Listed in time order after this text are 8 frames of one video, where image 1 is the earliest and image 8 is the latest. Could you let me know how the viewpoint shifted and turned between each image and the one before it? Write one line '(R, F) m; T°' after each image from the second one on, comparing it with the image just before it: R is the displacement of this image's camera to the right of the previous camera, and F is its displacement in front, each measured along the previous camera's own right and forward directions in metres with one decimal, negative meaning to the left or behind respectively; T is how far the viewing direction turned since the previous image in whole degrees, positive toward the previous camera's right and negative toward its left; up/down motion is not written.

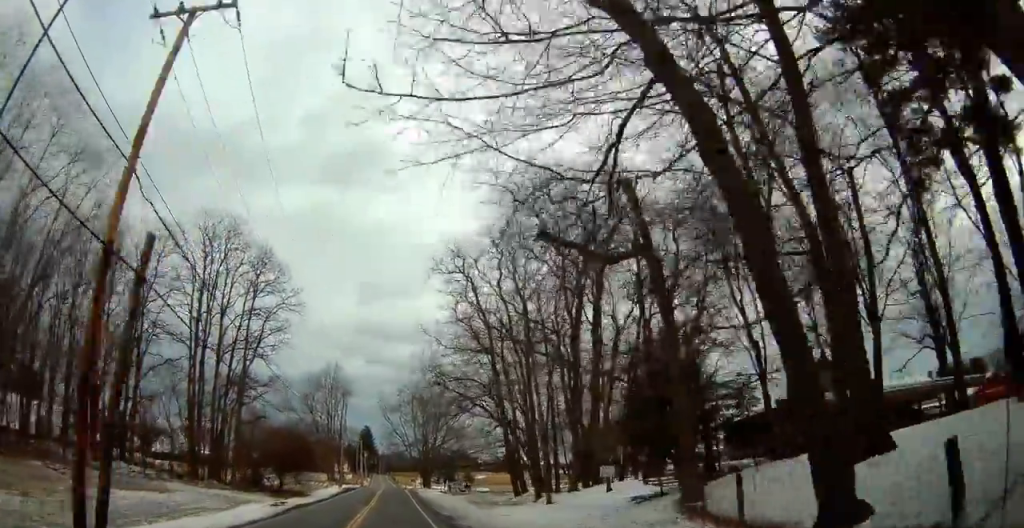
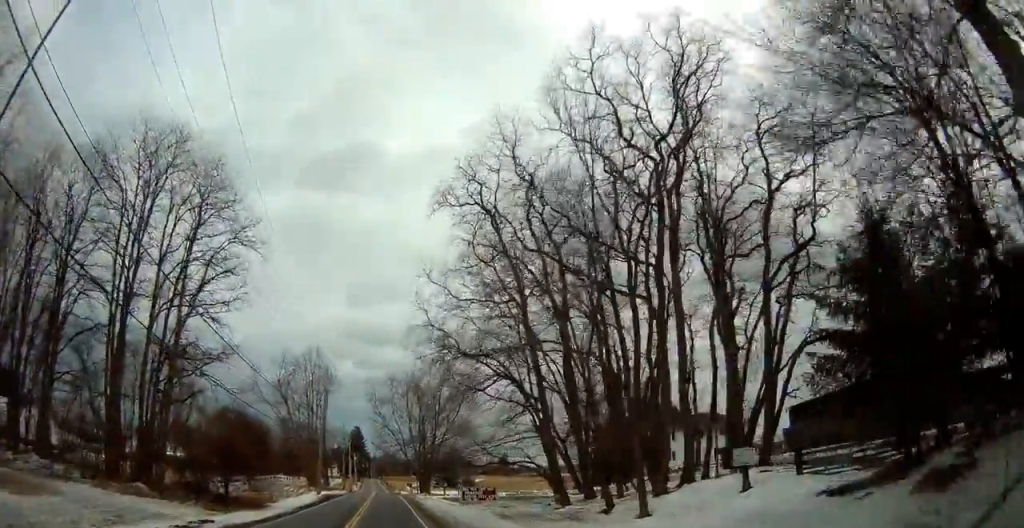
(-0.5, +14.5) m; -1°
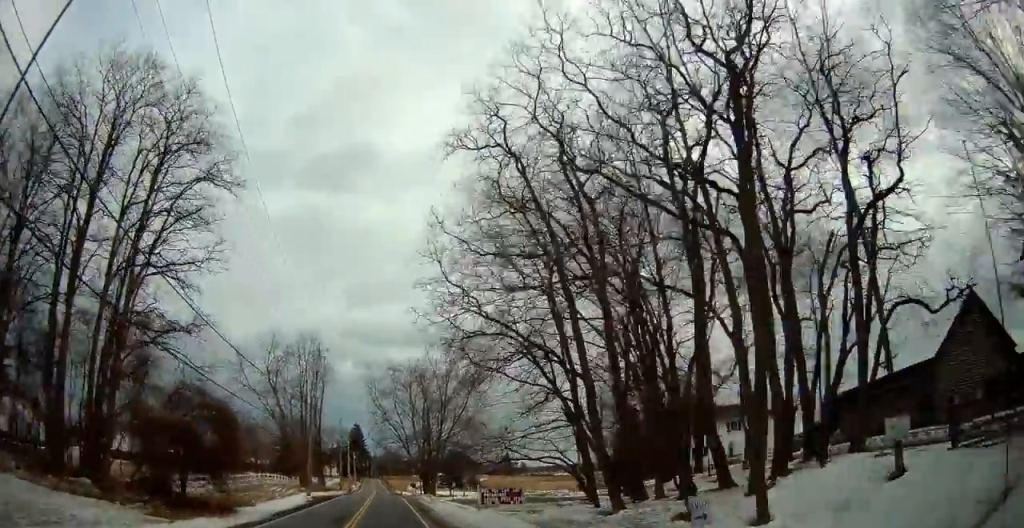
(+0.2, +7.5) m; +1°
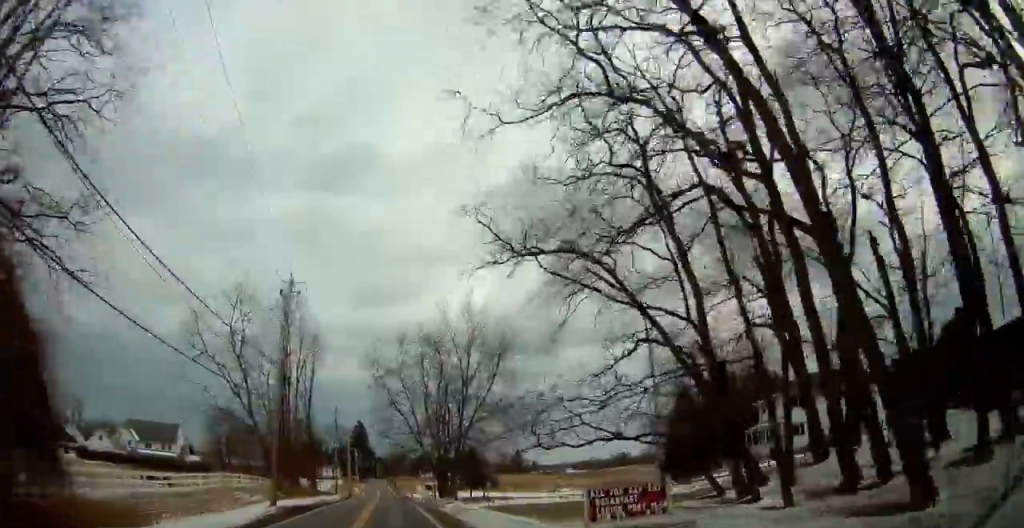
(+0.4, +16.3) m; +1°
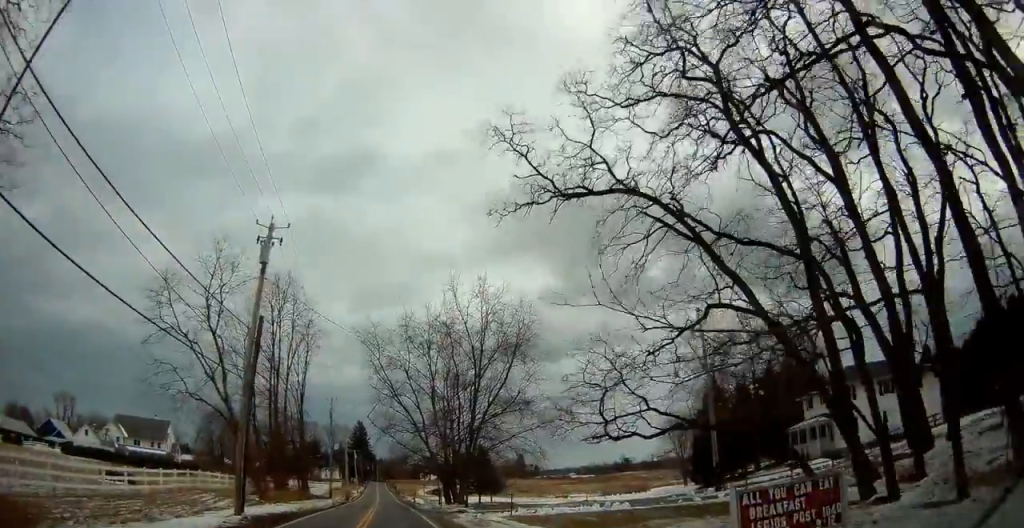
(0.0, +7.1) m; 0°
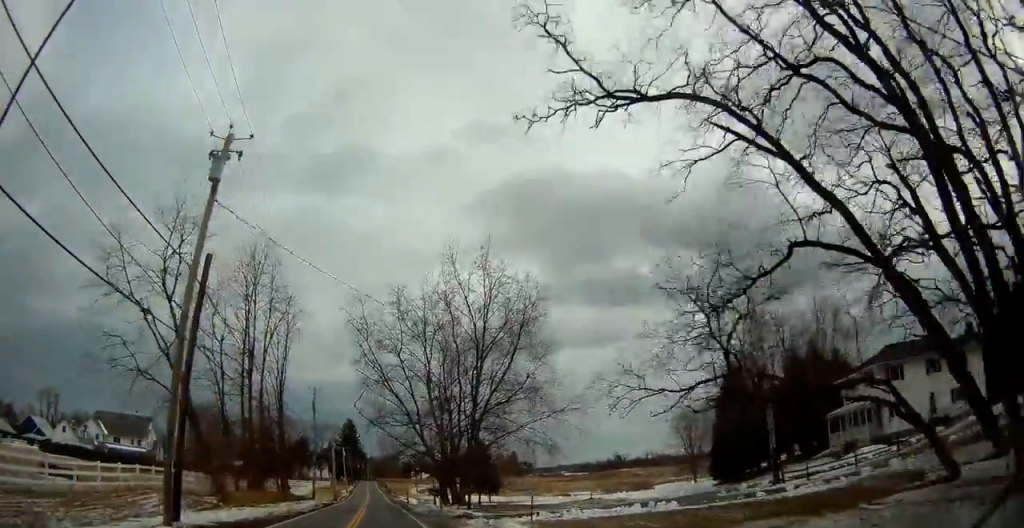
(-0.1, +6.6) m; 0°
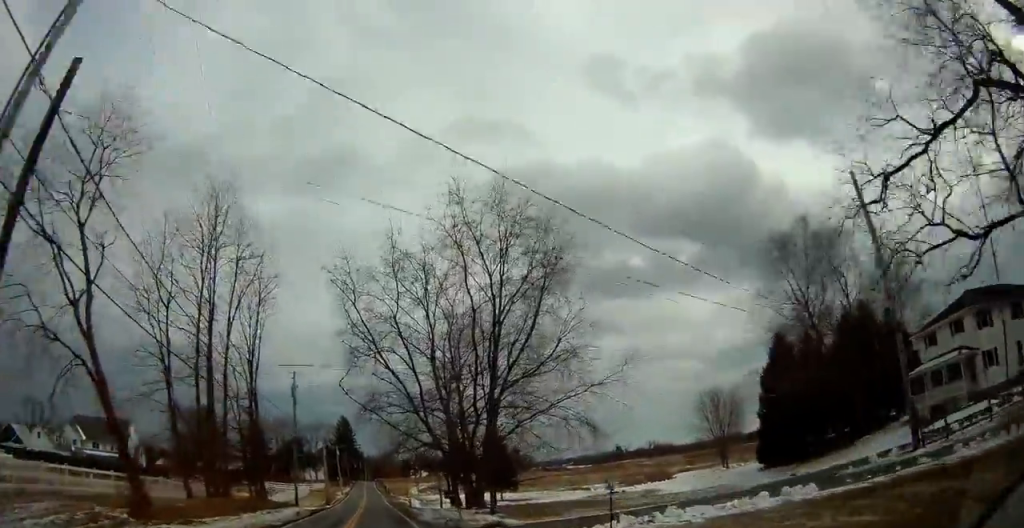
(+0.1, +9.7) m; 0°
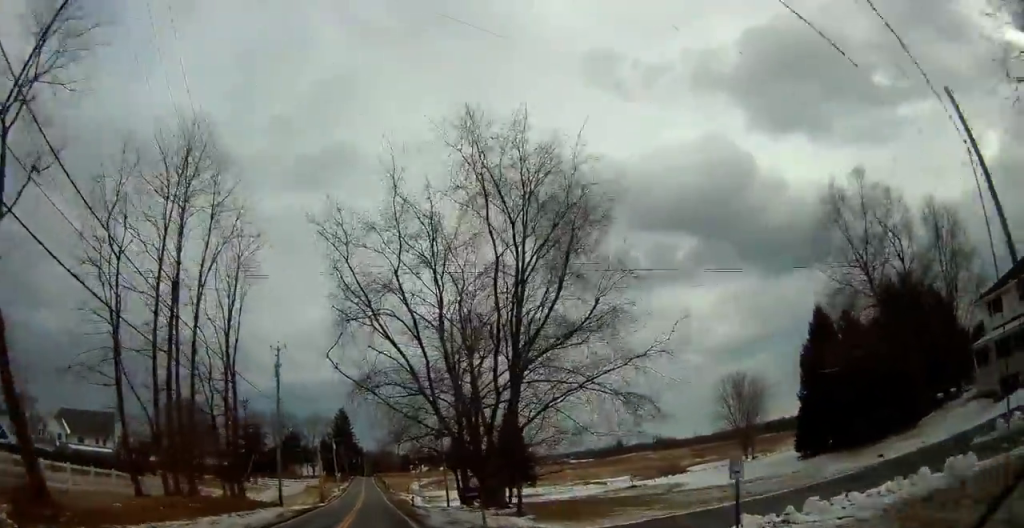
(+0.1, +6.6) m; 0°
